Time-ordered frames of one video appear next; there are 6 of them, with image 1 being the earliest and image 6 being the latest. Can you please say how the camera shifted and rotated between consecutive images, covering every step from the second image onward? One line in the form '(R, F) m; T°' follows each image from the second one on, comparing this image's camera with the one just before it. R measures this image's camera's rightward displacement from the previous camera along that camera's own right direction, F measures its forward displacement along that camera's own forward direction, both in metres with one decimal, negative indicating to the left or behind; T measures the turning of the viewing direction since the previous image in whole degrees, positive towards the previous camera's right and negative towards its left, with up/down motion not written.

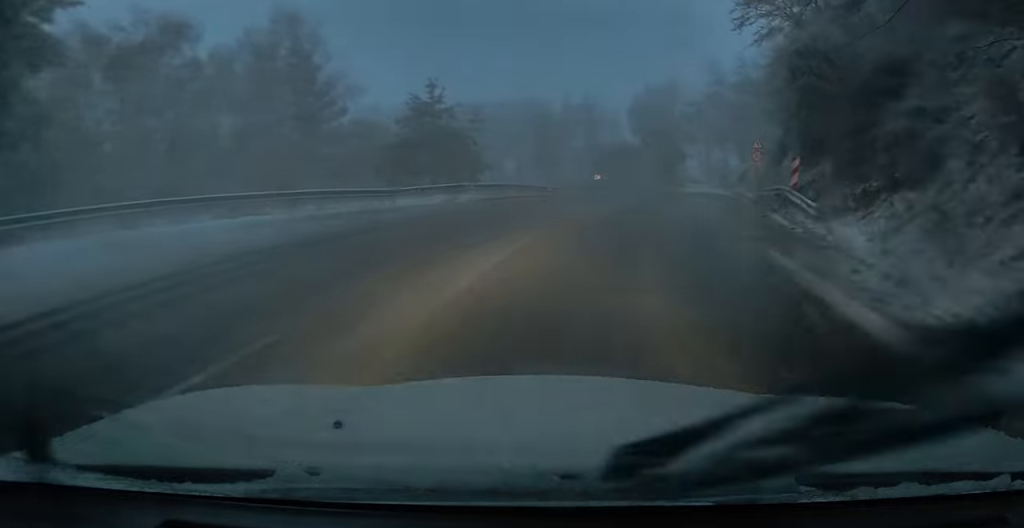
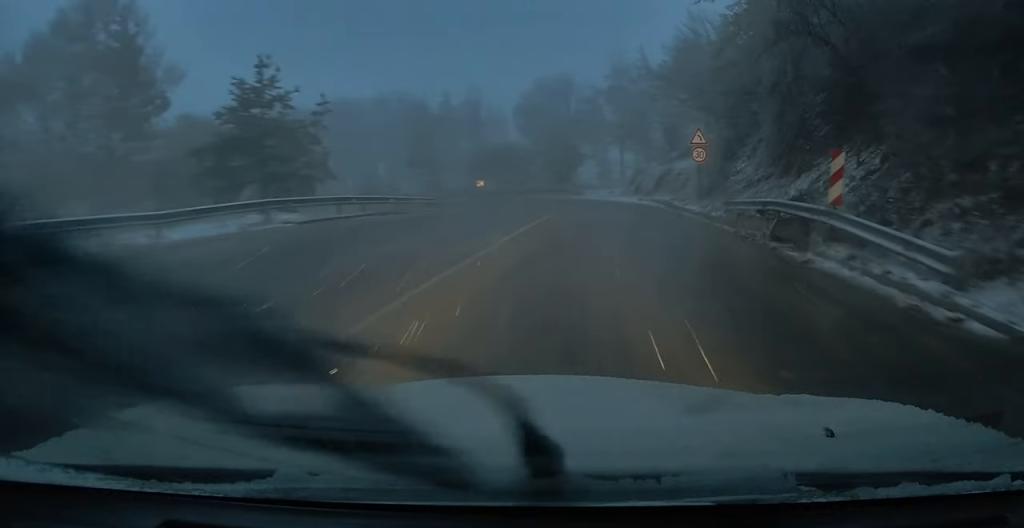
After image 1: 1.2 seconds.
(+0.8, +10.2) m; +7°
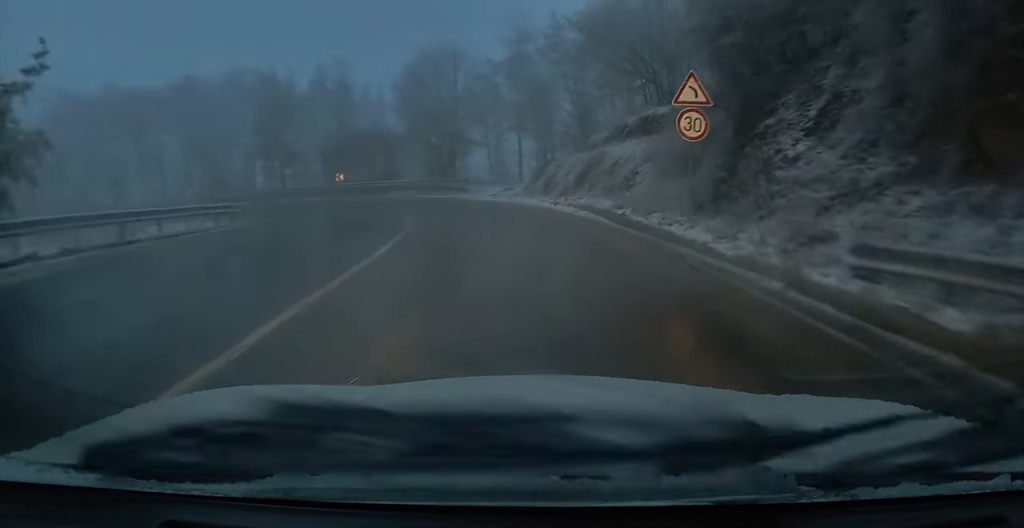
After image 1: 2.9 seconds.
(+0.9, +13.5) m; +7°
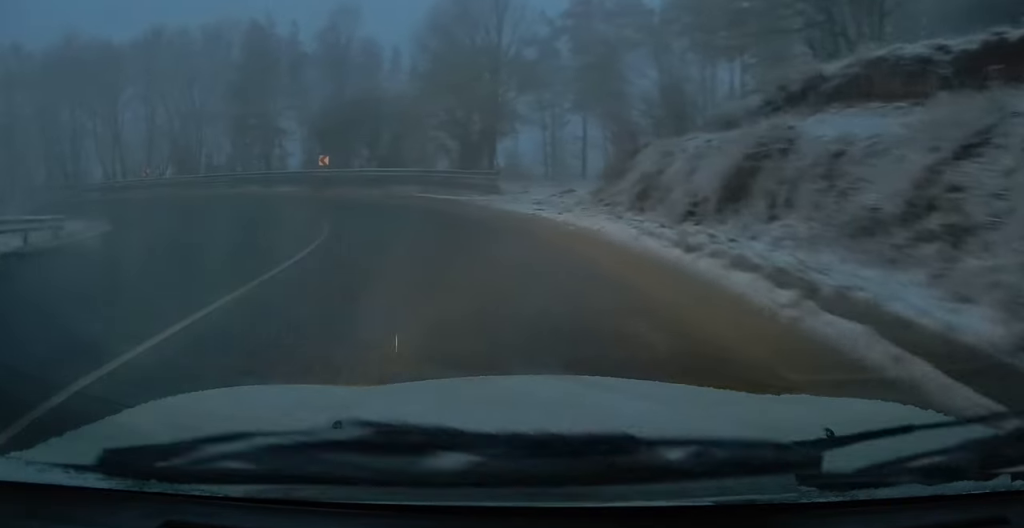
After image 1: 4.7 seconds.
(+0.3, +14.3) m; +6°
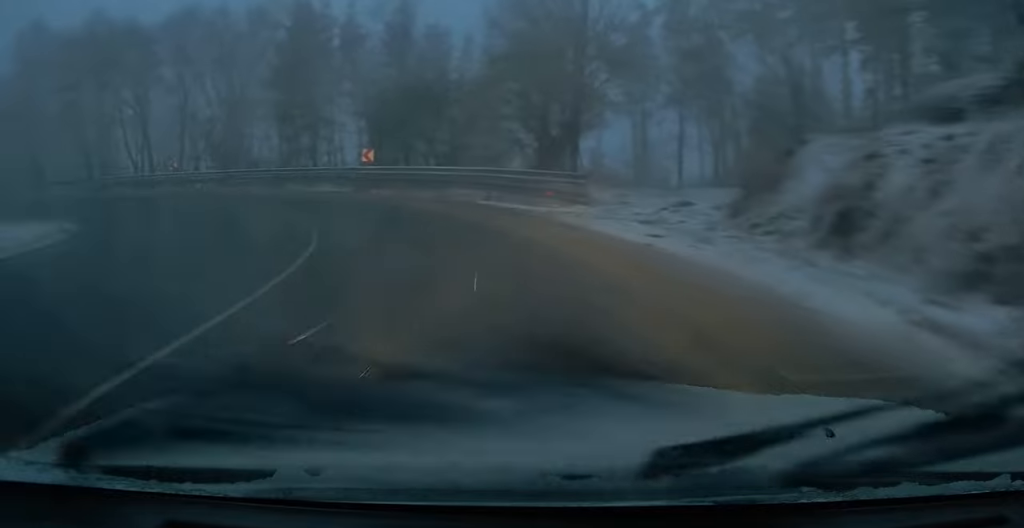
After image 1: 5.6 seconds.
(+0.8, +6.0) m; -8°
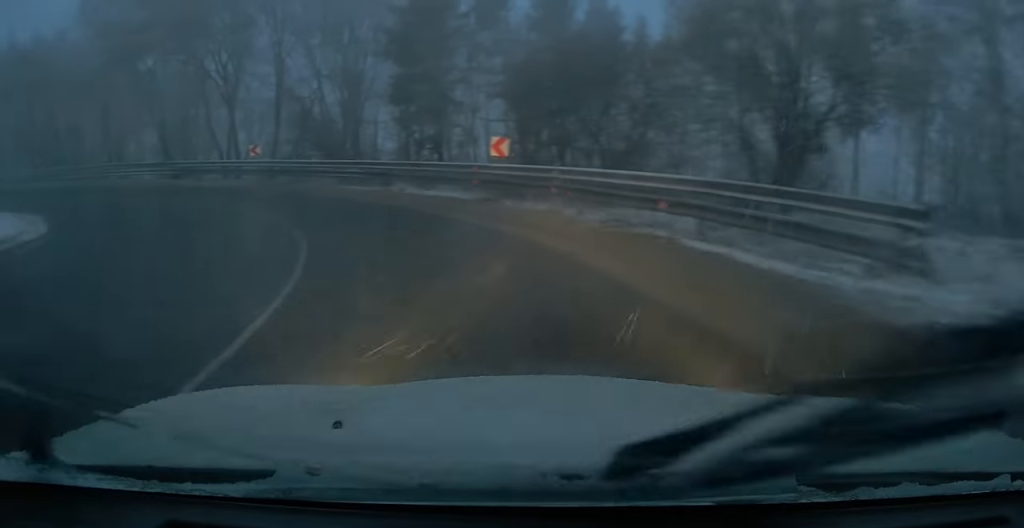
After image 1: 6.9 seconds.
(-2.6, +8.6) m; -24°
